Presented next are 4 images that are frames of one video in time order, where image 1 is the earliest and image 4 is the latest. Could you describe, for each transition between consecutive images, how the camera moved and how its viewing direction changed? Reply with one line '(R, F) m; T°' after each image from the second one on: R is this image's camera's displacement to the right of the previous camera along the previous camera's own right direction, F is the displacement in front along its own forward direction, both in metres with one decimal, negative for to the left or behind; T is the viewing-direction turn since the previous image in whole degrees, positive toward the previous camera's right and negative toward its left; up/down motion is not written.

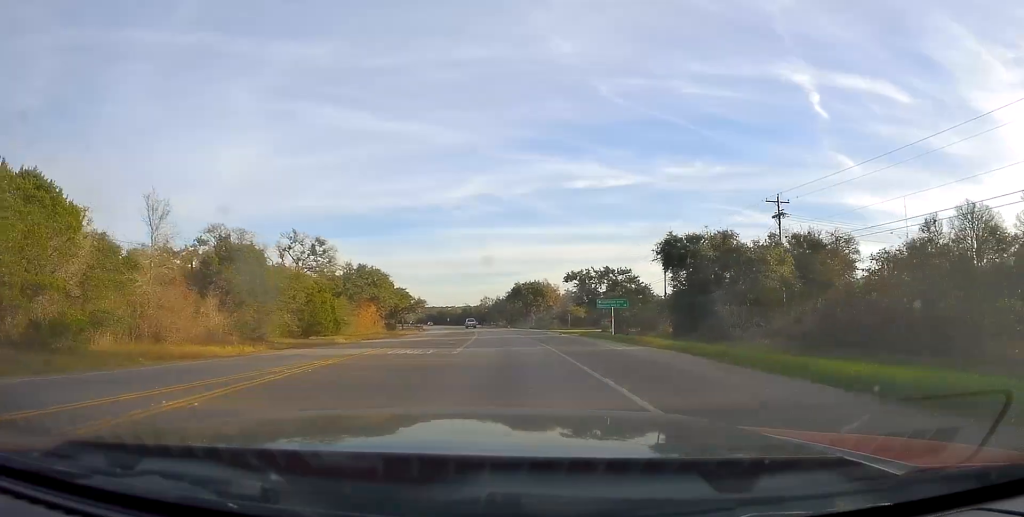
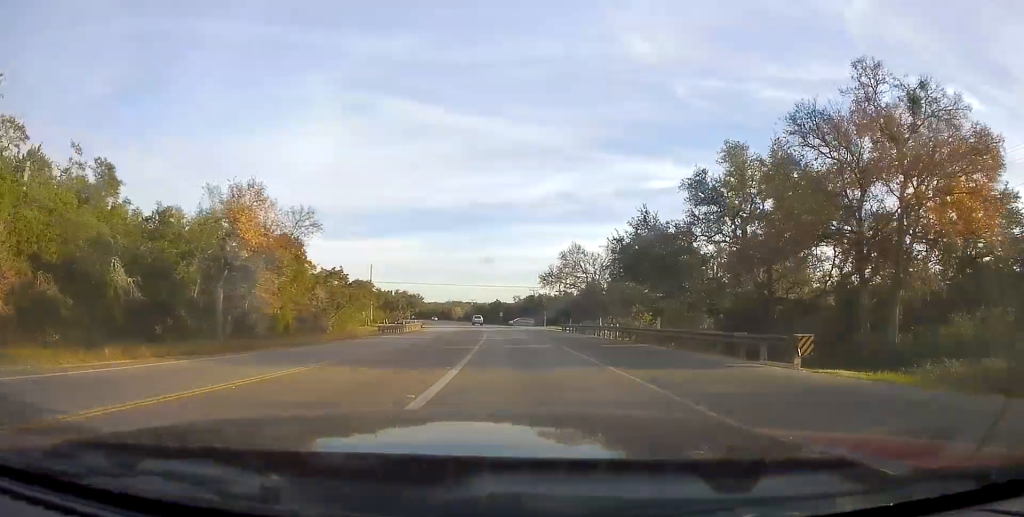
(-6.7, +105.9) m; -8°
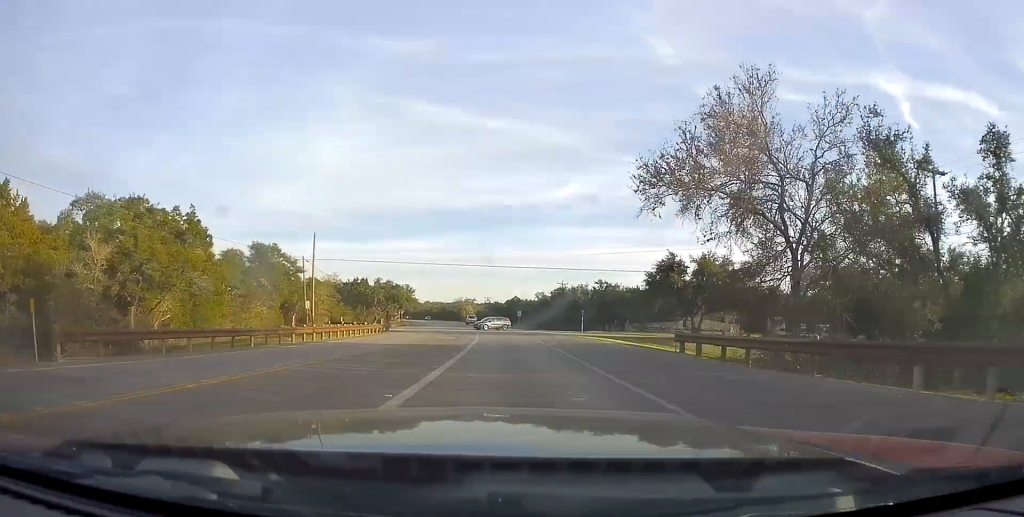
(-0.5, +40.1) m; -1°
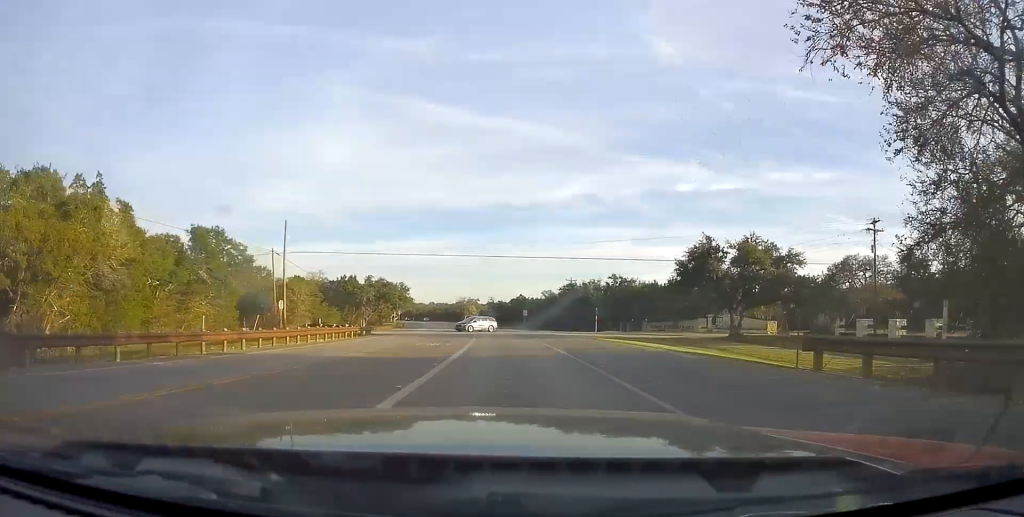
(0.0, +10.2) m; -1°
